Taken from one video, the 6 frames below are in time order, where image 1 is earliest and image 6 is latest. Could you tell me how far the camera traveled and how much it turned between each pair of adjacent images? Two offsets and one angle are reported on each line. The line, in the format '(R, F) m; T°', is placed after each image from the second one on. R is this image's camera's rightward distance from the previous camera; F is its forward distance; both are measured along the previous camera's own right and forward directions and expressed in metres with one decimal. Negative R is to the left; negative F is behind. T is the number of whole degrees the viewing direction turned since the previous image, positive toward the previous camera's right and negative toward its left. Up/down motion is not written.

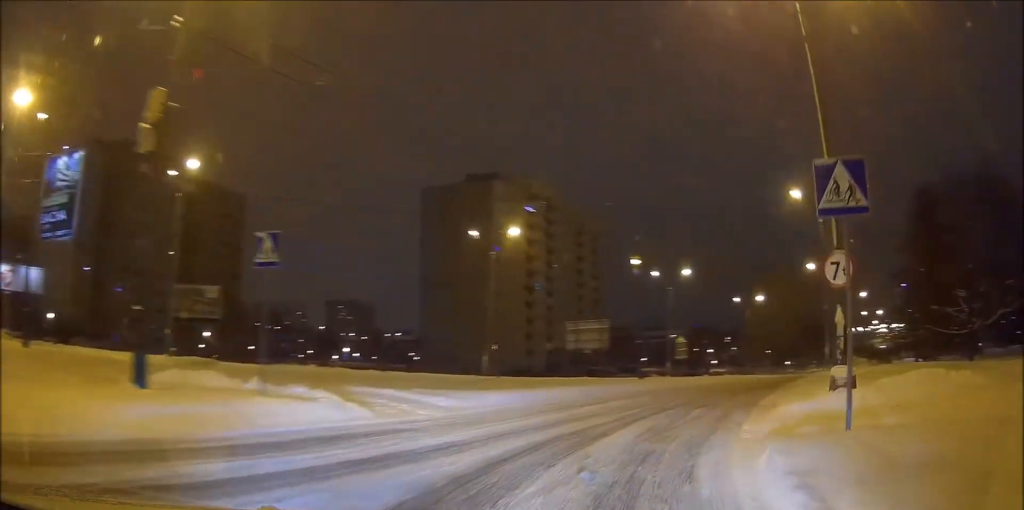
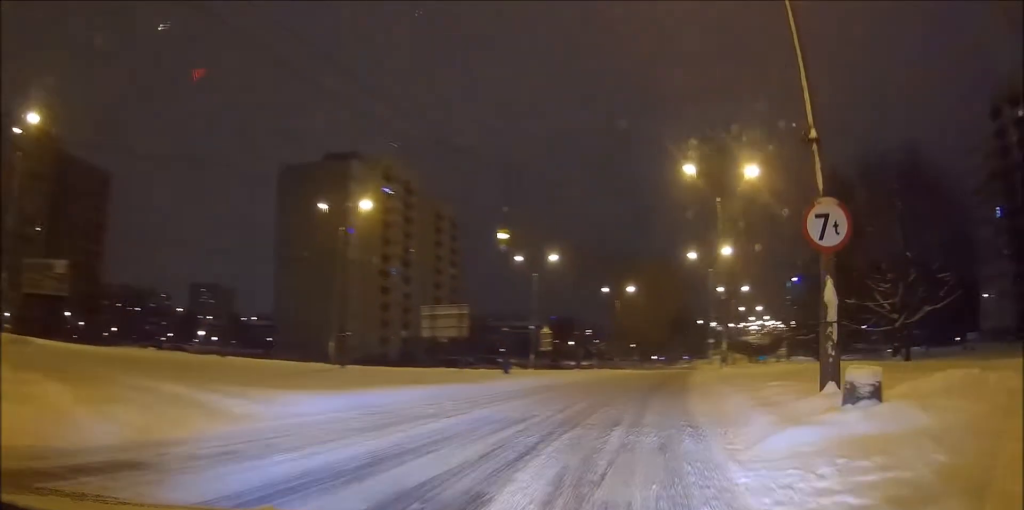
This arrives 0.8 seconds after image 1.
(+0.4, +4.8) m; +10°
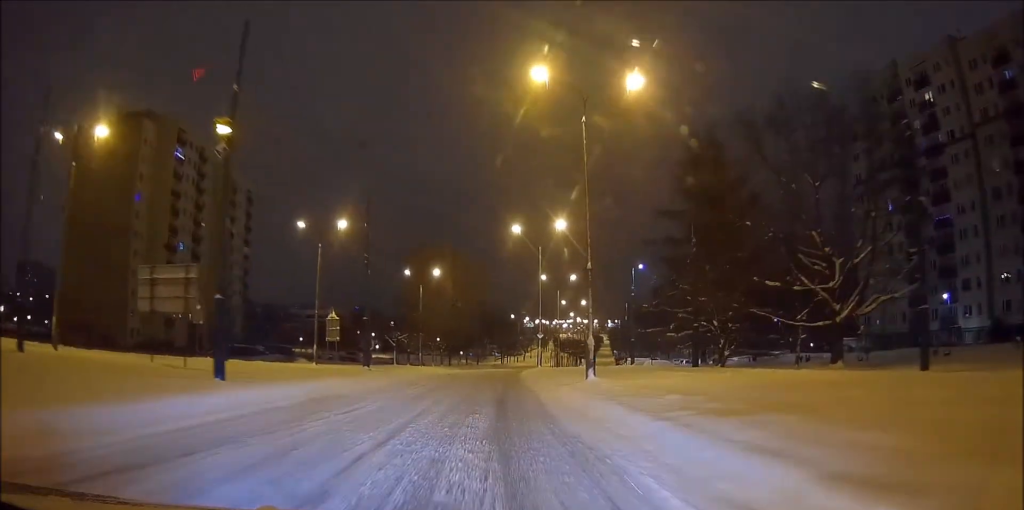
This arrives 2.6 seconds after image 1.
(+2.3, +13.2) m; +15°
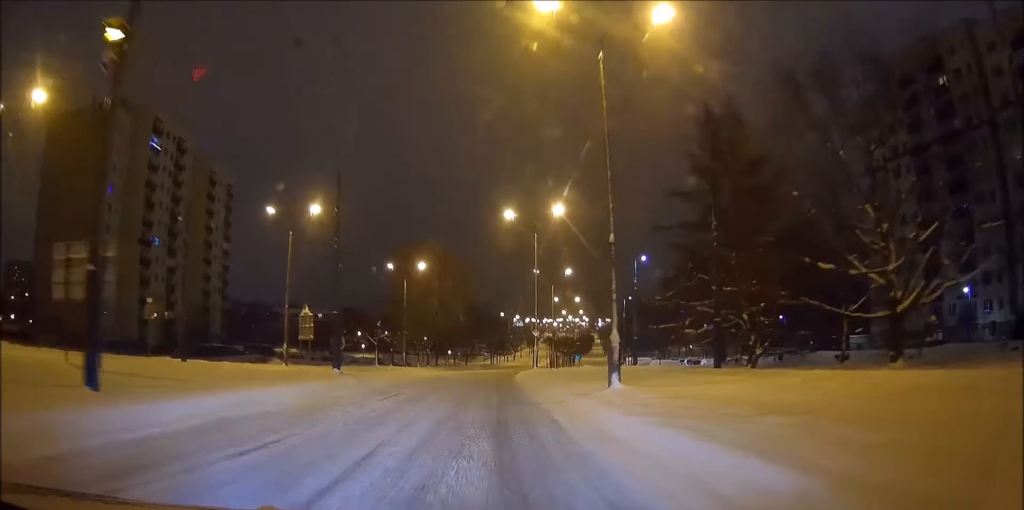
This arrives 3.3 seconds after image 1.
(+0.1, +5.6) m; +1°
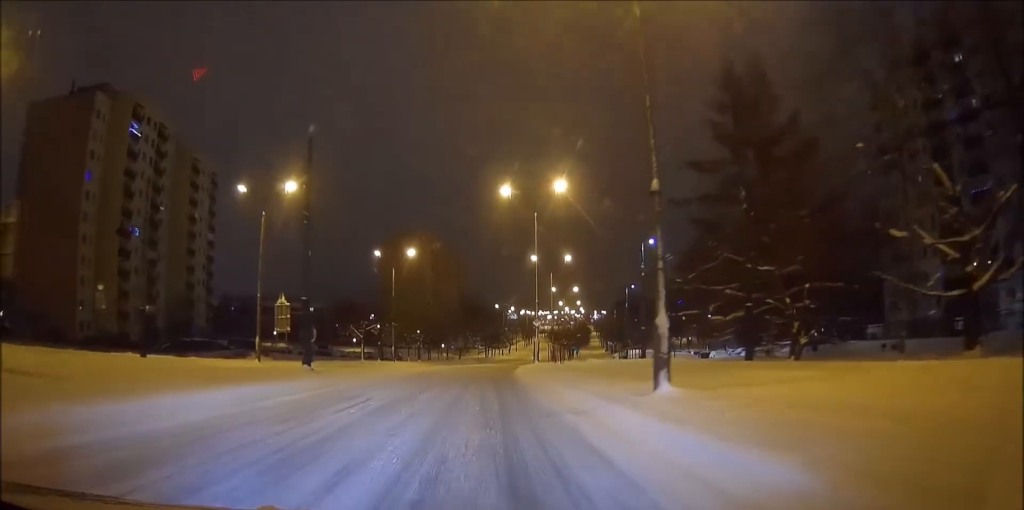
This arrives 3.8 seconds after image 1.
(0.0, +5.2) m; +1°
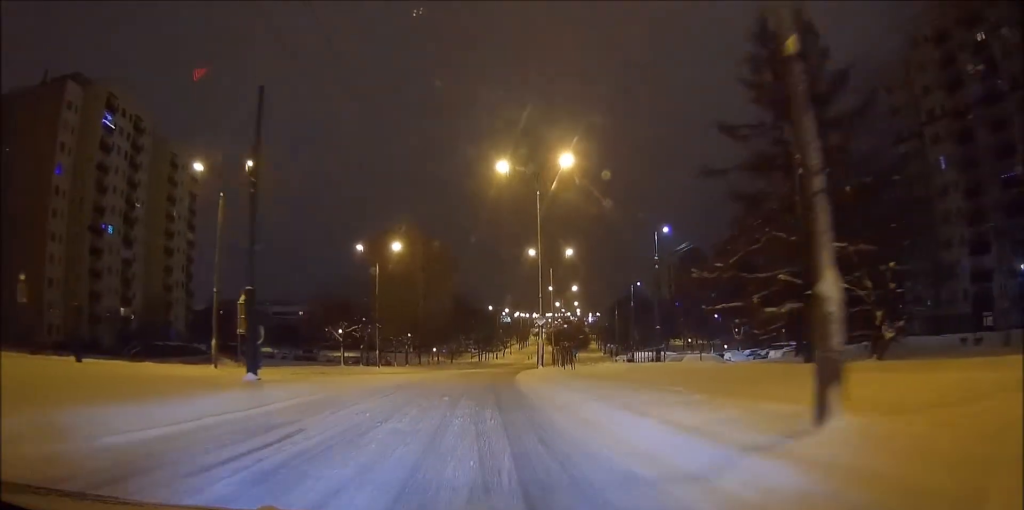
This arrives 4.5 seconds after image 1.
(0.0, +6.3) m; +1°
